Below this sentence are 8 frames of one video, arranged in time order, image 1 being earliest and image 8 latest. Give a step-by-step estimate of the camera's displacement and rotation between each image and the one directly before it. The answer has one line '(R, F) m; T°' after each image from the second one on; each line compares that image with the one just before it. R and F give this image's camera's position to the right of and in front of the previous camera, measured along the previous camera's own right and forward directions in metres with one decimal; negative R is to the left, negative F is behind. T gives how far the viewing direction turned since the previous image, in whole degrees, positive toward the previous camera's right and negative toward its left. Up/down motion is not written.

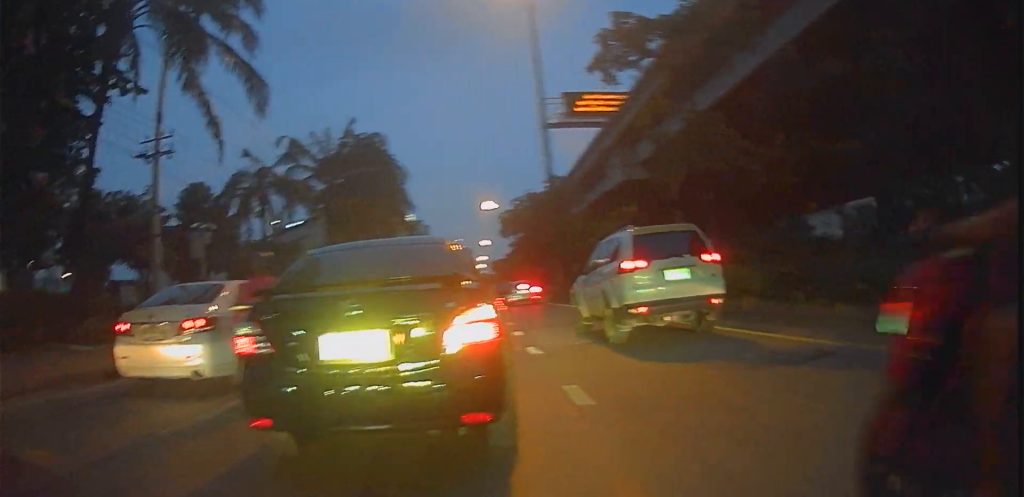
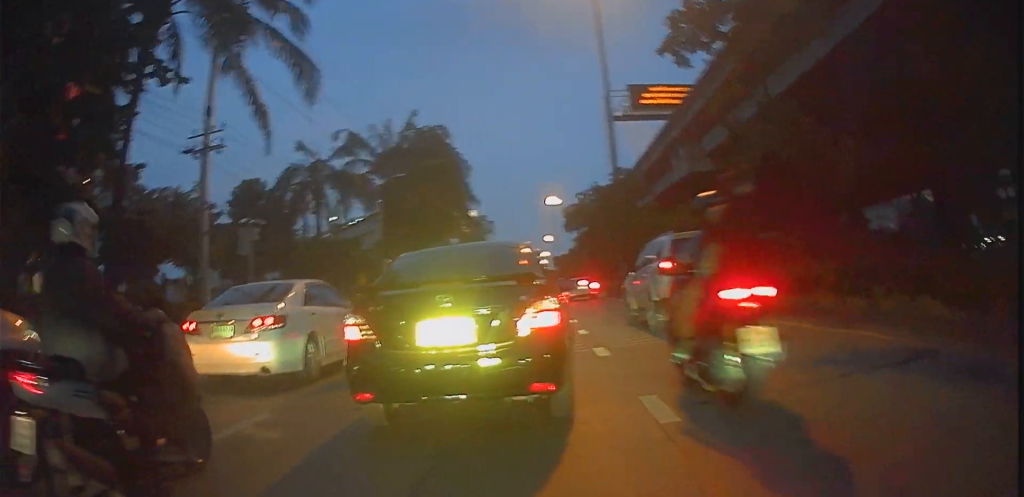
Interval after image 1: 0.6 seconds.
(-0.2, +1.3) m; -16°
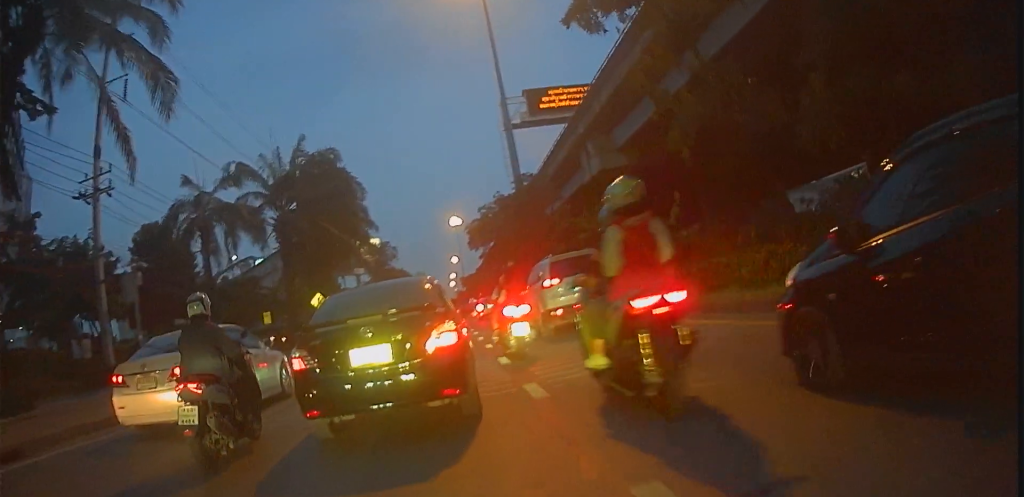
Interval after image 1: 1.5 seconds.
(-0.3, +3.2) m; +10°
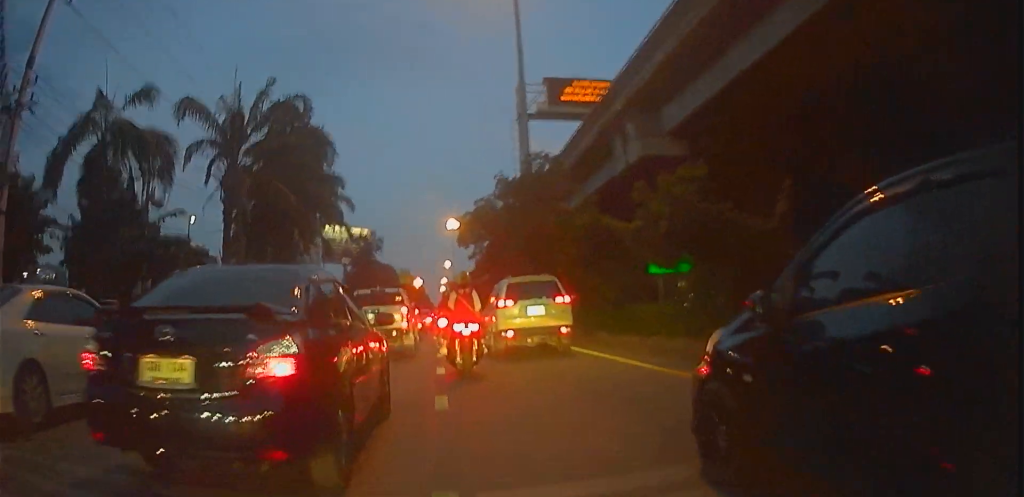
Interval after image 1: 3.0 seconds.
(+0.9, +8.0) m; -2°
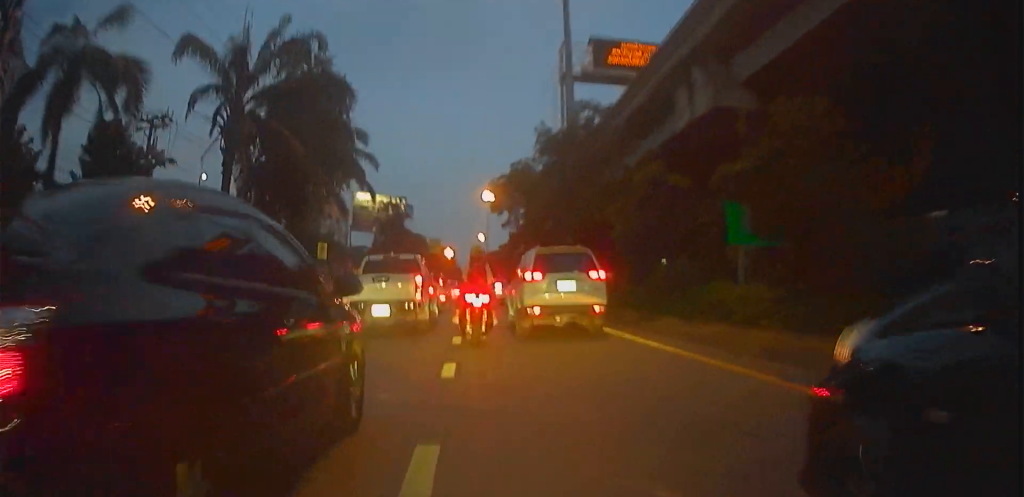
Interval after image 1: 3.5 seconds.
(+0.1, +3.1) m; -6°
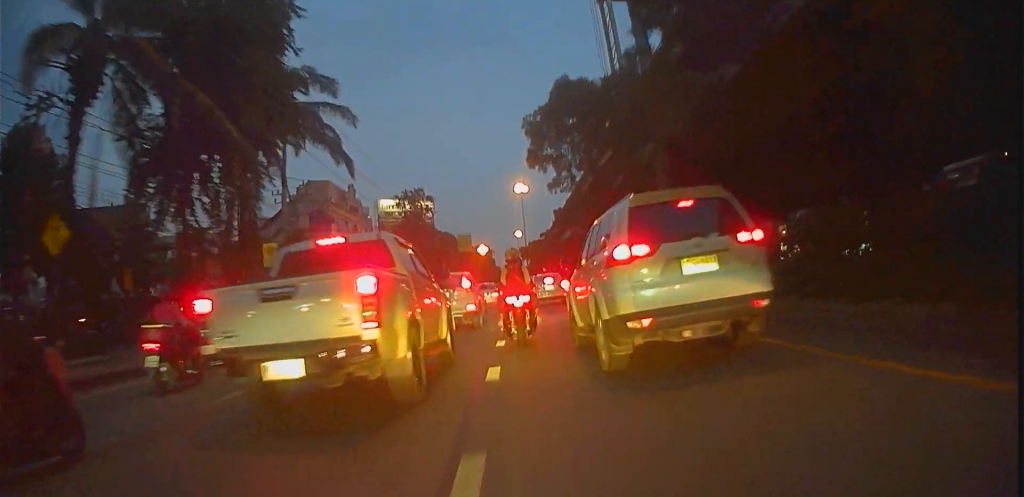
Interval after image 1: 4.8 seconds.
(-0.5, +10.8) m; +7°
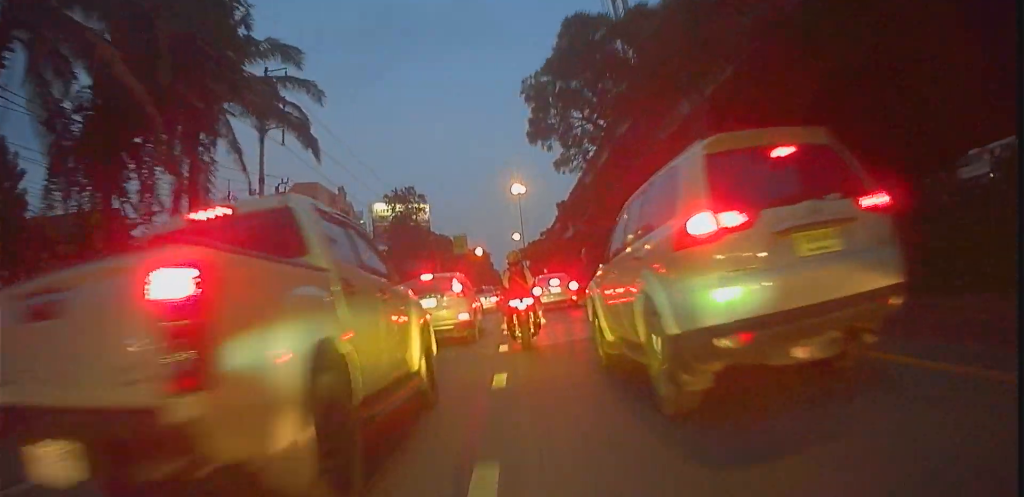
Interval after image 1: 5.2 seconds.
(+0.6, +4.3) m; +4°
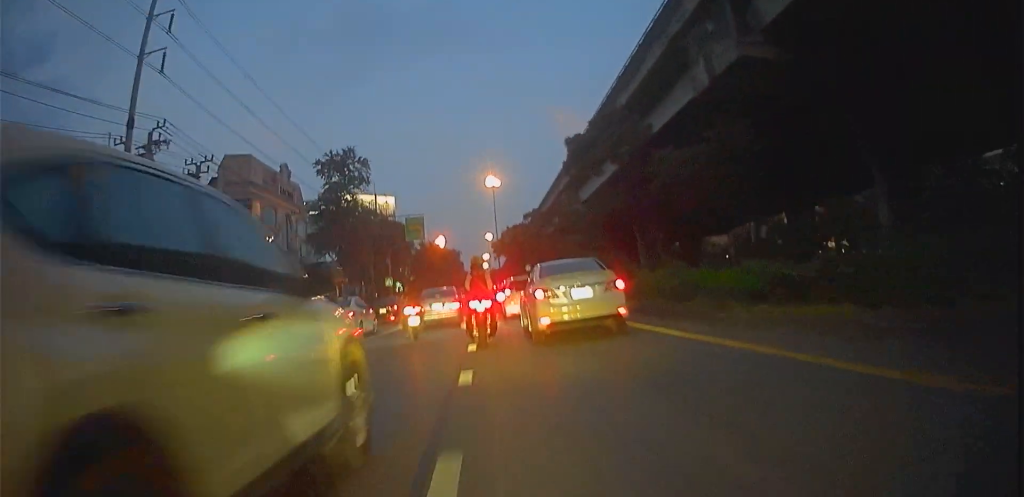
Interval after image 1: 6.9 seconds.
(+0.4, +17.6) m; 0°
